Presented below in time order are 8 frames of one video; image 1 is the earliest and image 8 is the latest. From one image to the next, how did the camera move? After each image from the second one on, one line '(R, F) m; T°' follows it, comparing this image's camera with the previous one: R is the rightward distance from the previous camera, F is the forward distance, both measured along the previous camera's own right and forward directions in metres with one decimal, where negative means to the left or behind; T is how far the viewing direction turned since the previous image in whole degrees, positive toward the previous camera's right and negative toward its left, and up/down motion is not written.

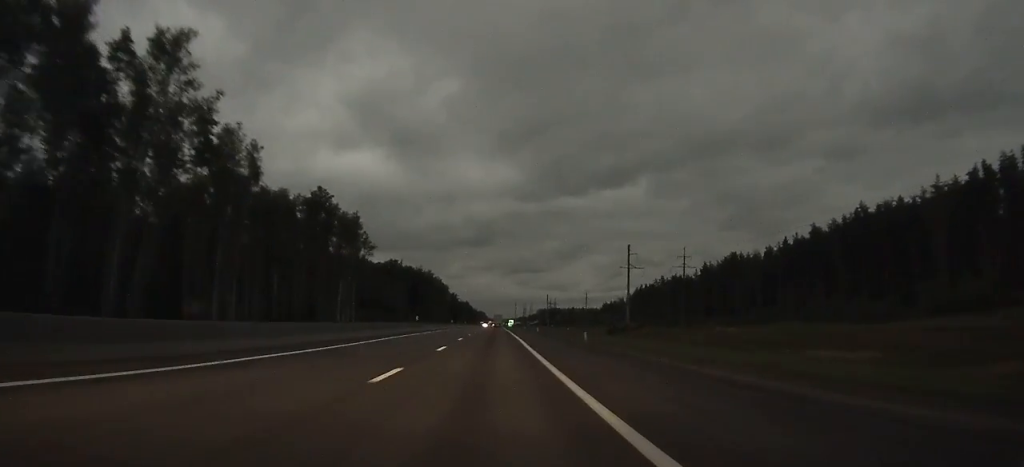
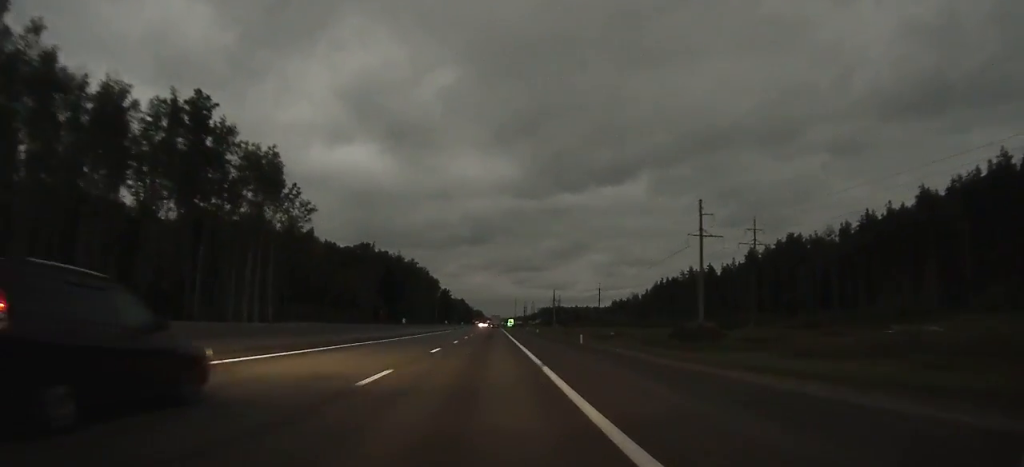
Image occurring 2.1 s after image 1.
(+0.1, +48.7) m; 0°
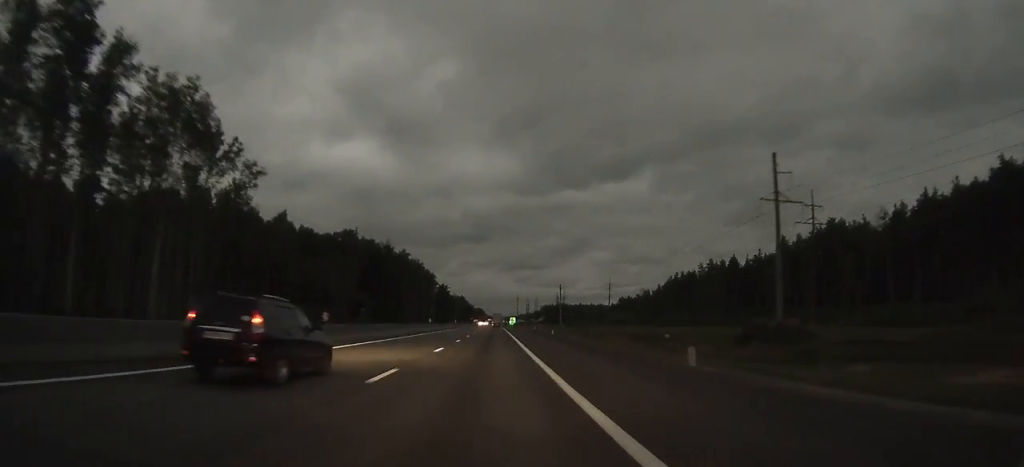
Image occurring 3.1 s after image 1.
(+0.1, +23.4) m; 0°
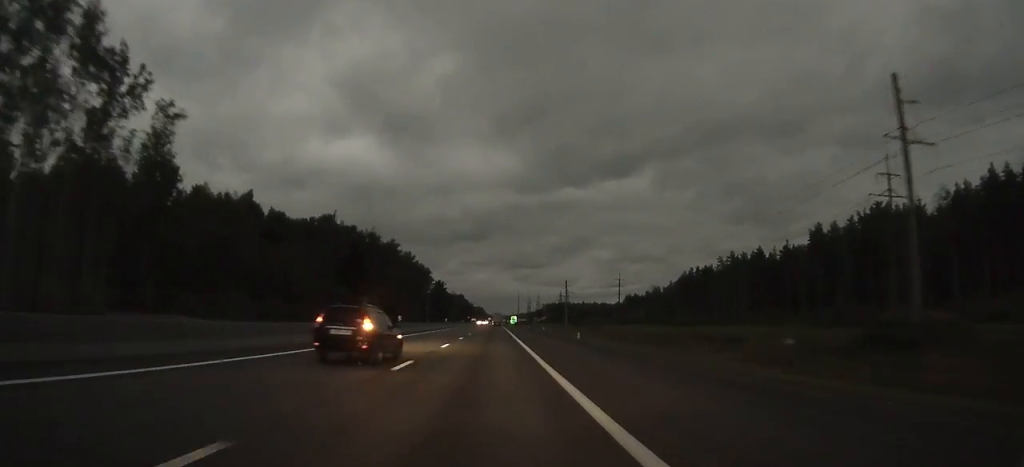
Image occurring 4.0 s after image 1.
(0.0, +21.6) m; 0°
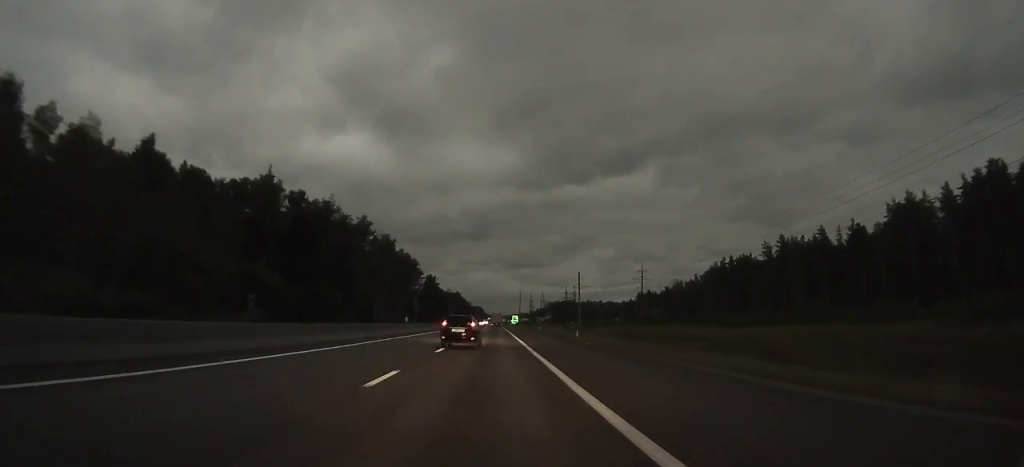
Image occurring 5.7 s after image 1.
(-0.1, +39.8) m; 0°
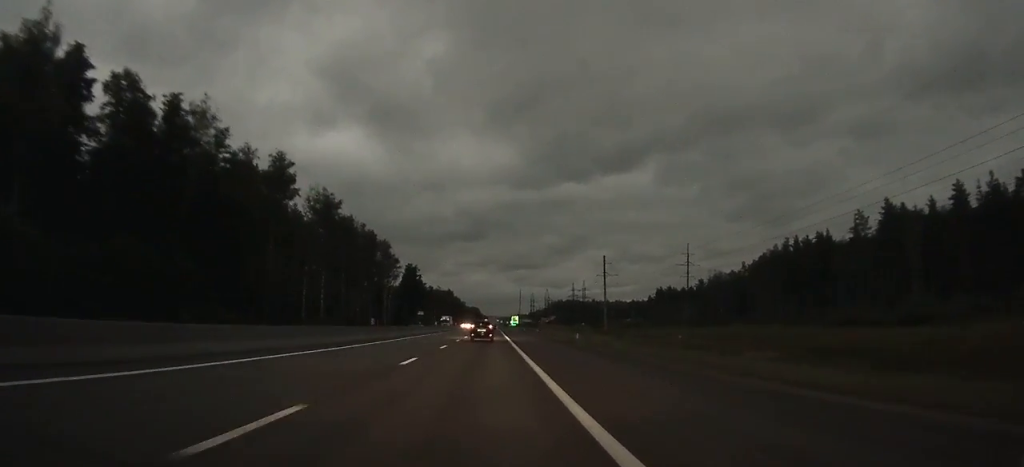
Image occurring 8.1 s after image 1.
(0.0, +54.4) m; 0°
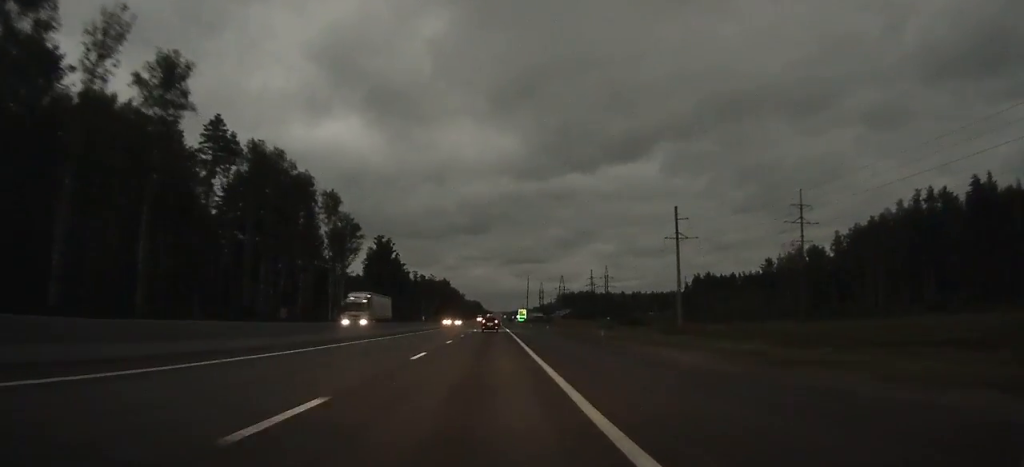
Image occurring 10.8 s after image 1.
(+0.1, +59.4) m; 0°
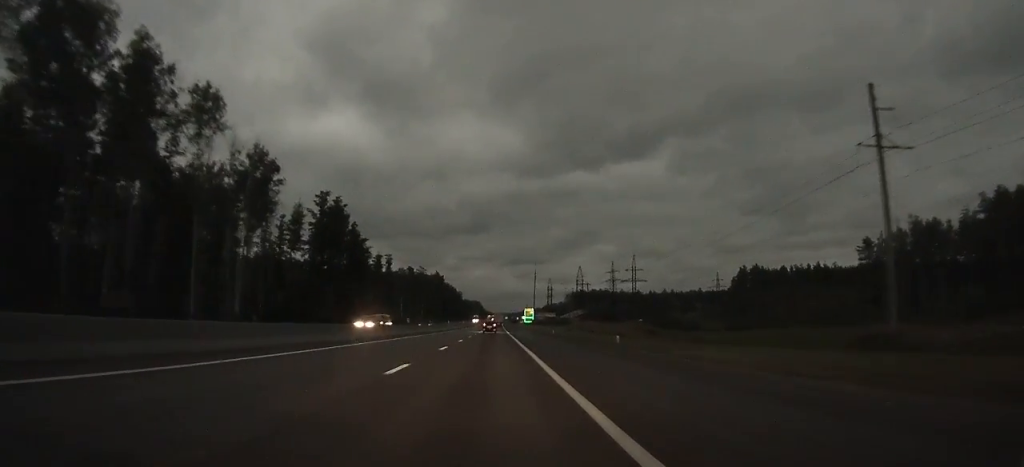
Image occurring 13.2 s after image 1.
(-0.1, +52.7) m; 0°
